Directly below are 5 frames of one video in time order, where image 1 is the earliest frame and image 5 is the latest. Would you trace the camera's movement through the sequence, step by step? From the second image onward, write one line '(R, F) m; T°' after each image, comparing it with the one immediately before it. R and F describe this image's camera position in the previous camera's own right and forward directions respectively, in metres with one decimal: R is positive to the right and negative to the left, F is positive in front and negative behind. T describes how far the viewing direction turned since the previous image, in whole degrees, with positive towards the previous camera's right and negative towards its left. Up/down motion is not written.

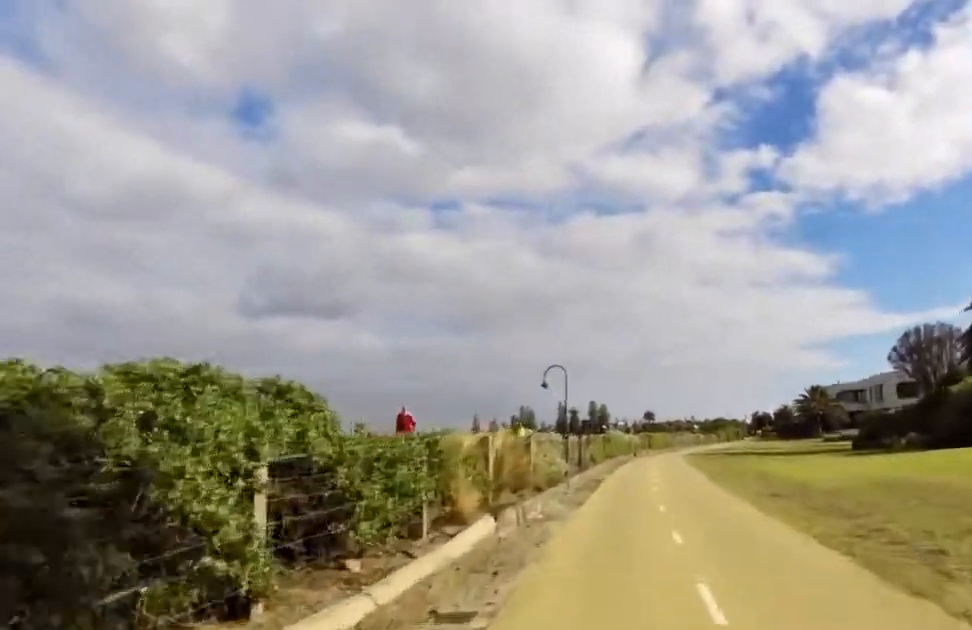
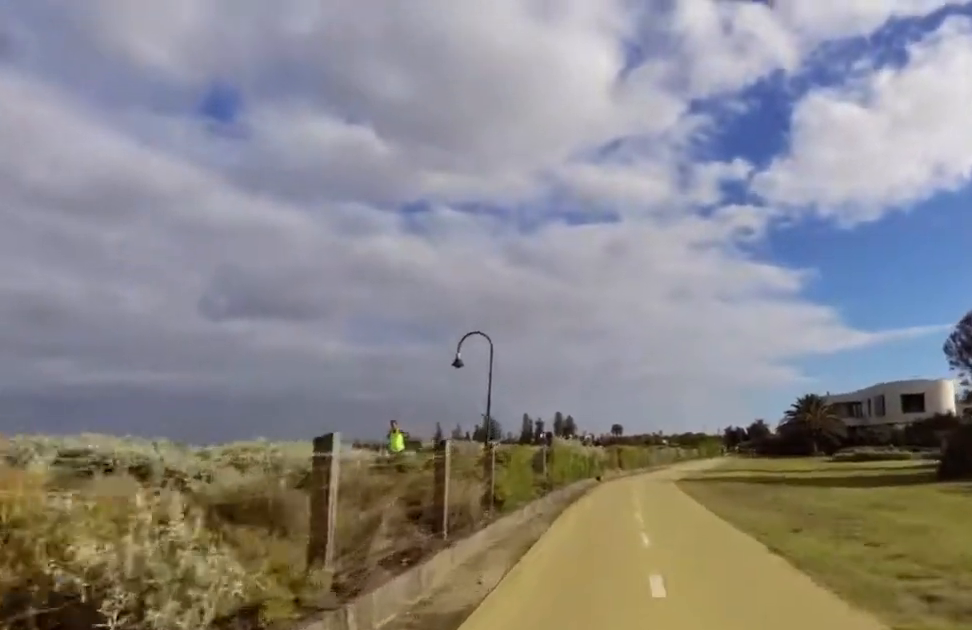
(+0.5, +13.9) m; -1°
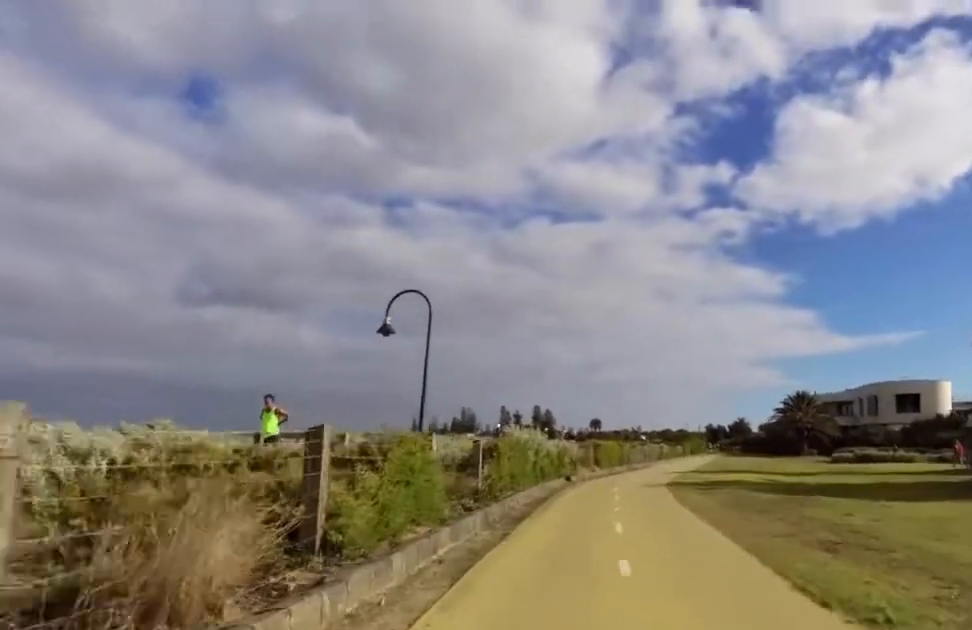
(-0.3, +5.5) m; 0°
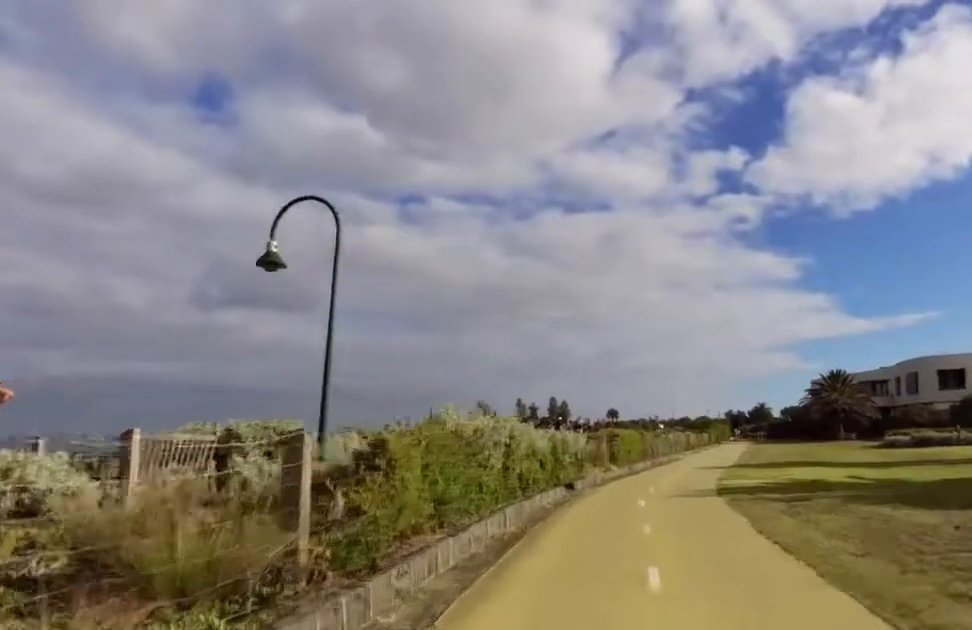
(-0.1, +6.9) m; +3°
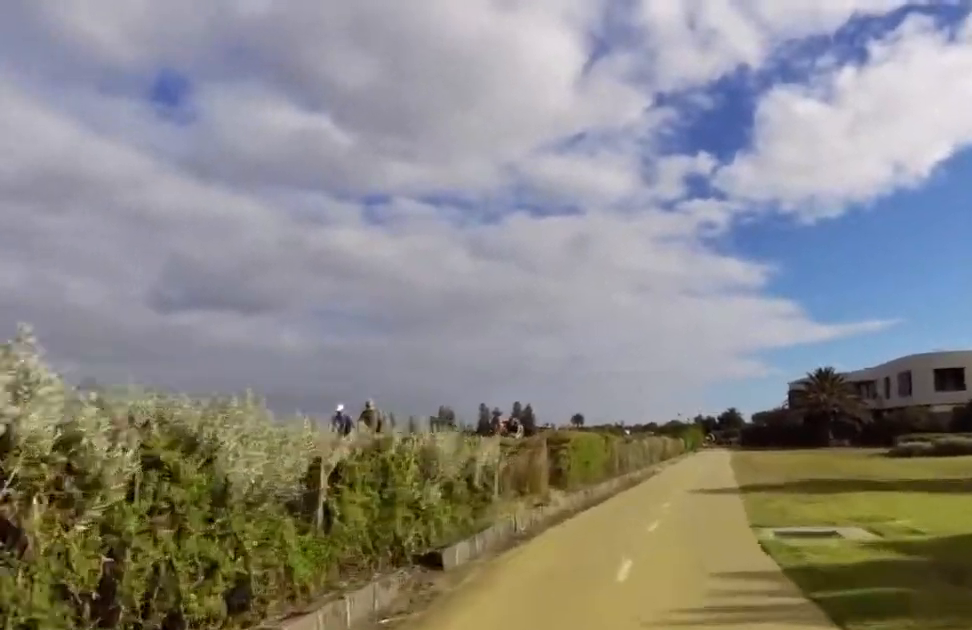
(+0.7, +8.2) m; +5°
